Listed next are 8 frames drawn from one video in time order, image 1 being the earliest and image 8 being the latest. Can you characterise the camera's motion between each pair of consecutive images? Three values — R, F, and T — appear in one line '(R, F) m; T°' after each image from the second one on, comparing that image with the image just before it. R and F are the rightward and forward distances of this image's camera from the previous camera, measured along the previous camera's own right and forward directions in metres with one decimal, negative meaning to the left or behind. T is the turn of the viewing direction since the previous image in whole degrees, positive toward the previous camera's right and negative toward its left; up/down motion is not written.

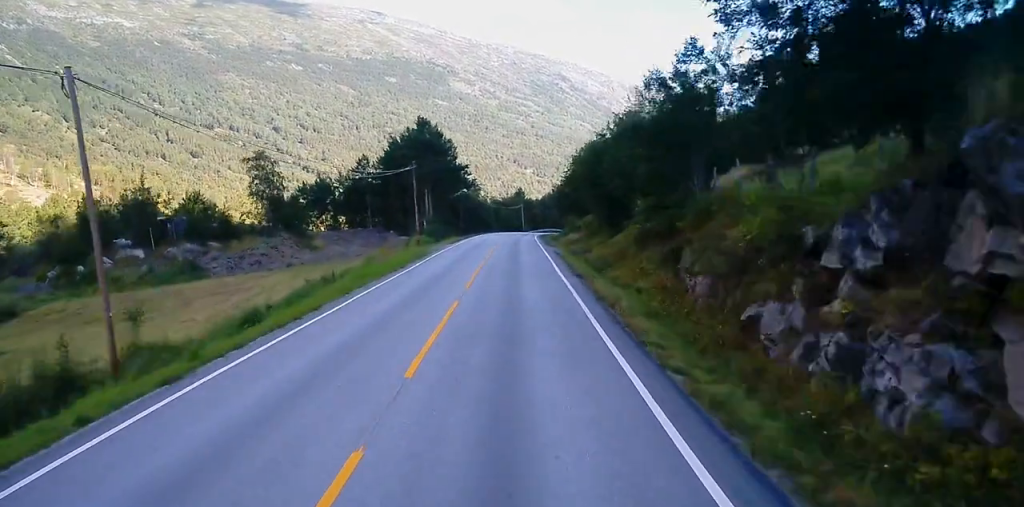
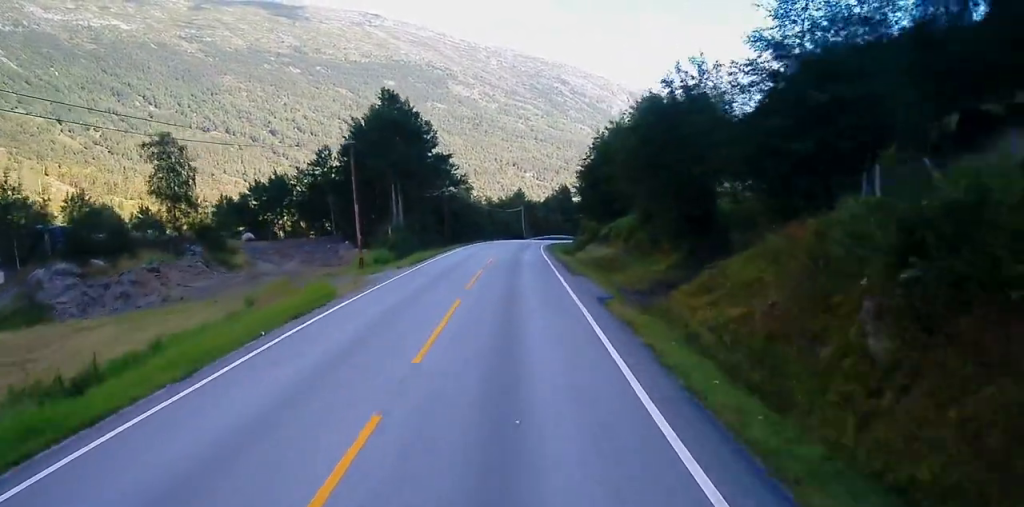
(-0.2, +23.2) m; +1°
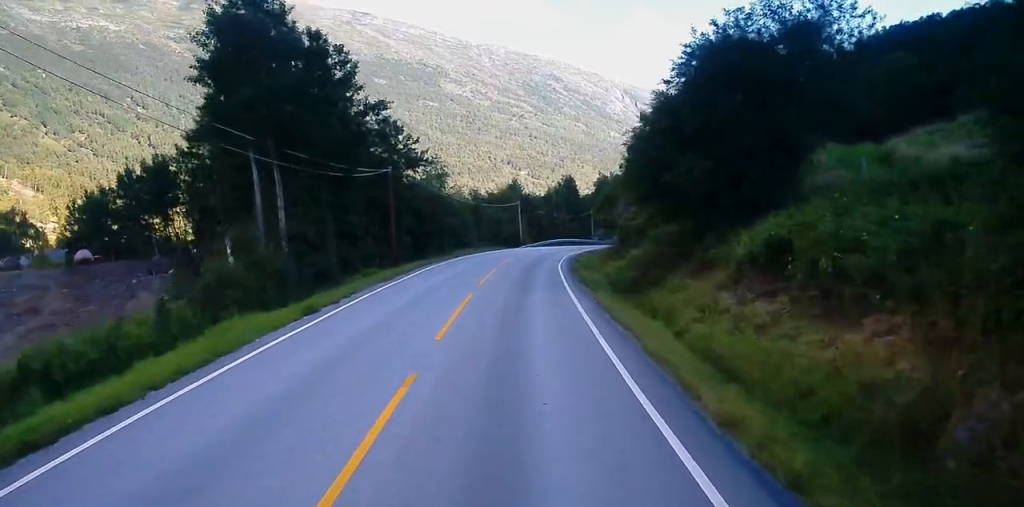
(+0.2, +34.4) m; 0°
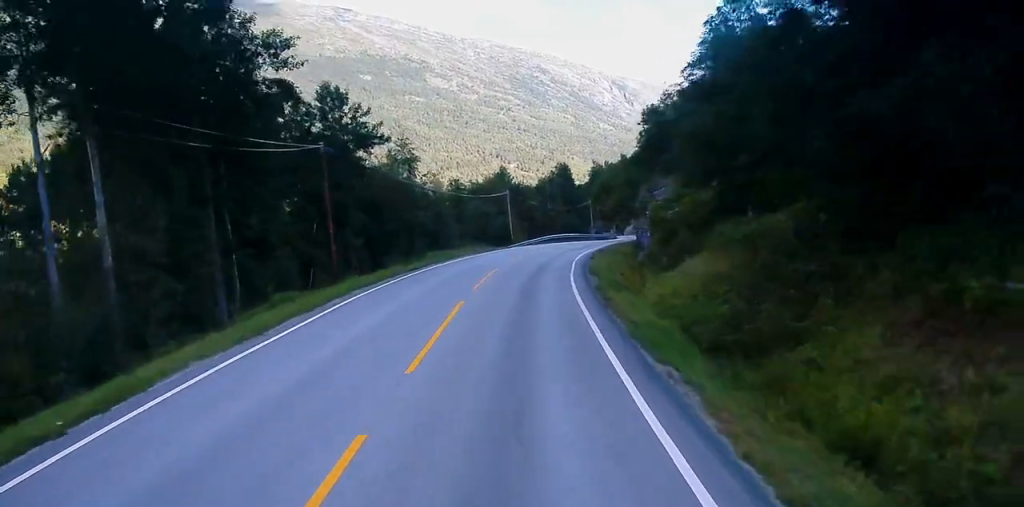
(+0.3, +15.2) m; +1°
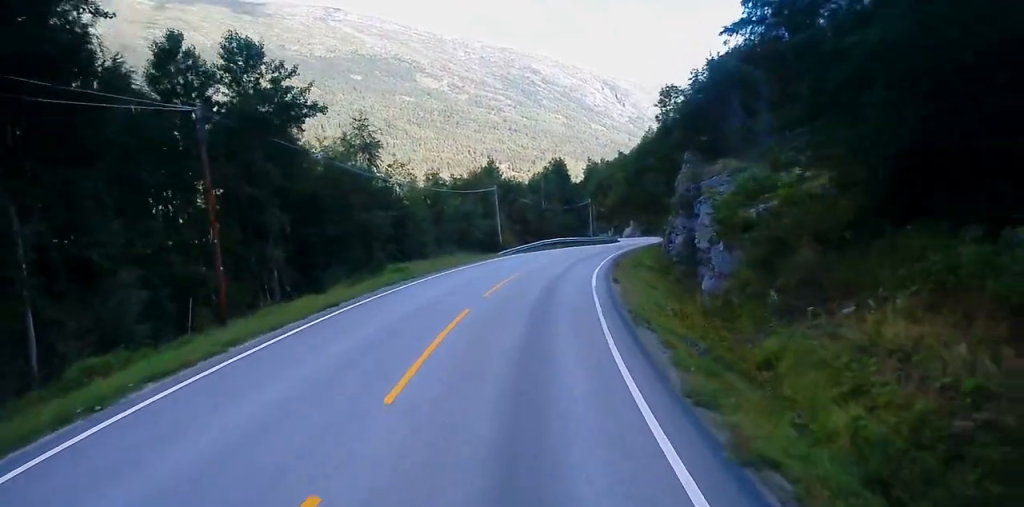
(-0.1, +13.7) m; +1°
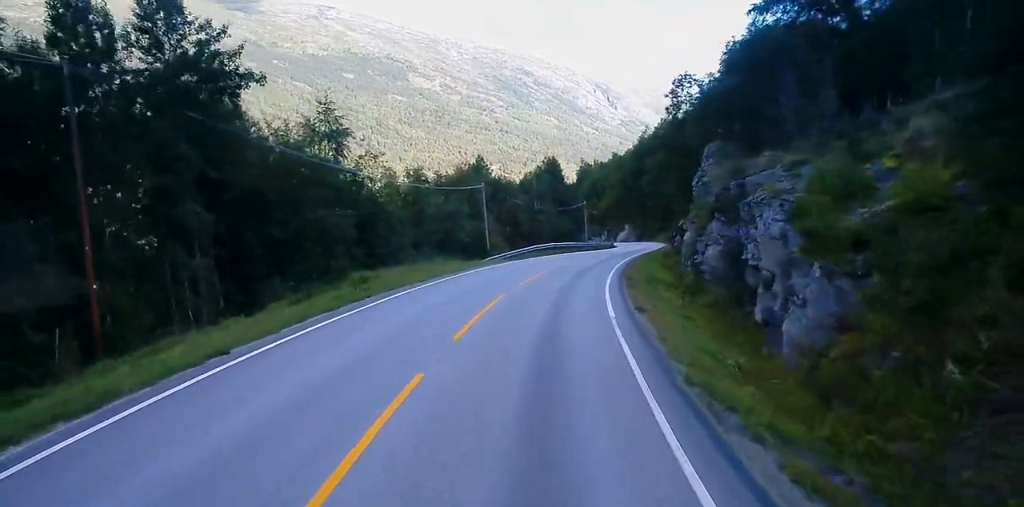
(-0.2, +7.4) m; +1°
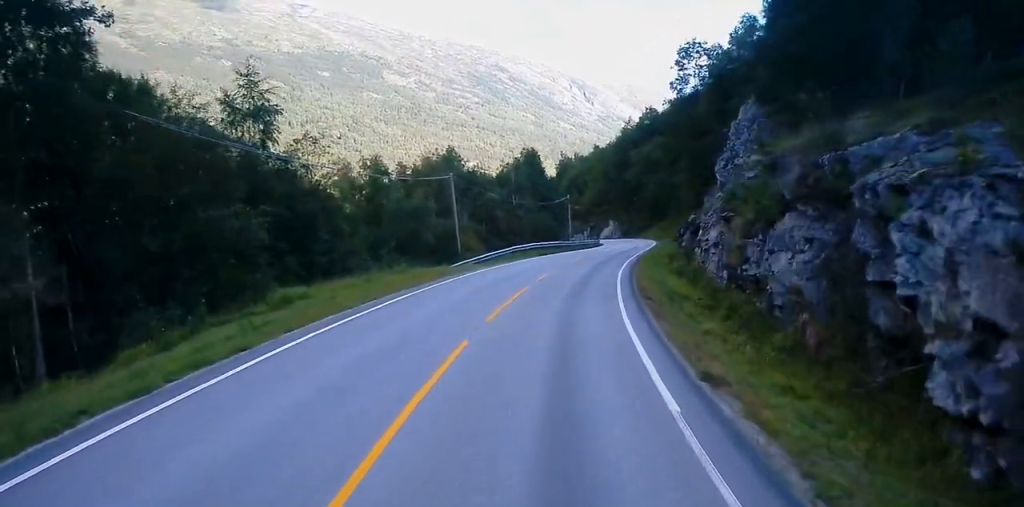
(+0.3, +9.1) m; +3°
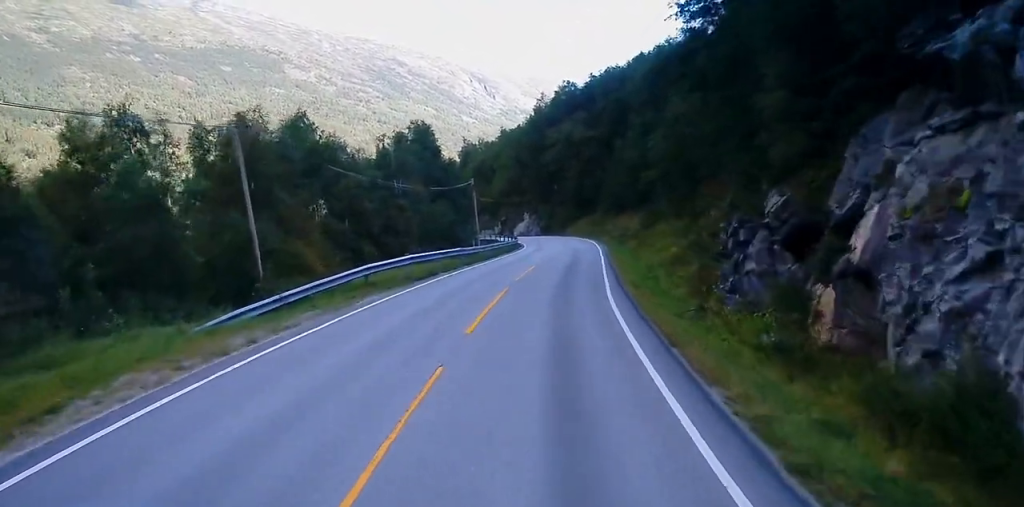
(+1.5, +25.8) m; +6°
